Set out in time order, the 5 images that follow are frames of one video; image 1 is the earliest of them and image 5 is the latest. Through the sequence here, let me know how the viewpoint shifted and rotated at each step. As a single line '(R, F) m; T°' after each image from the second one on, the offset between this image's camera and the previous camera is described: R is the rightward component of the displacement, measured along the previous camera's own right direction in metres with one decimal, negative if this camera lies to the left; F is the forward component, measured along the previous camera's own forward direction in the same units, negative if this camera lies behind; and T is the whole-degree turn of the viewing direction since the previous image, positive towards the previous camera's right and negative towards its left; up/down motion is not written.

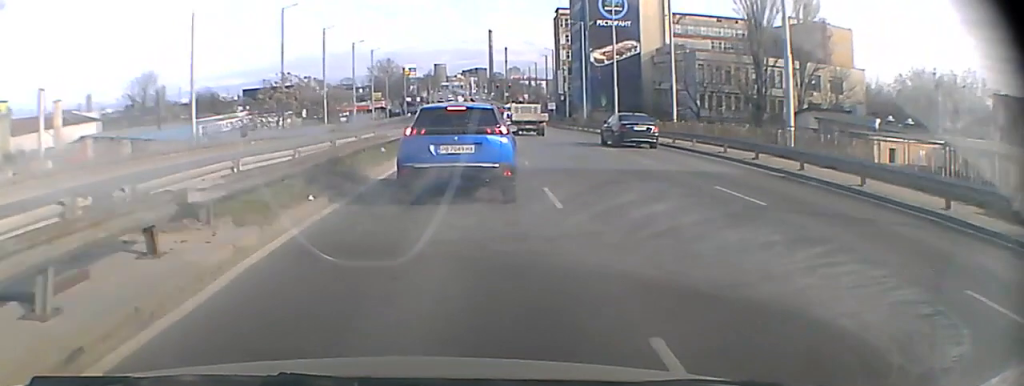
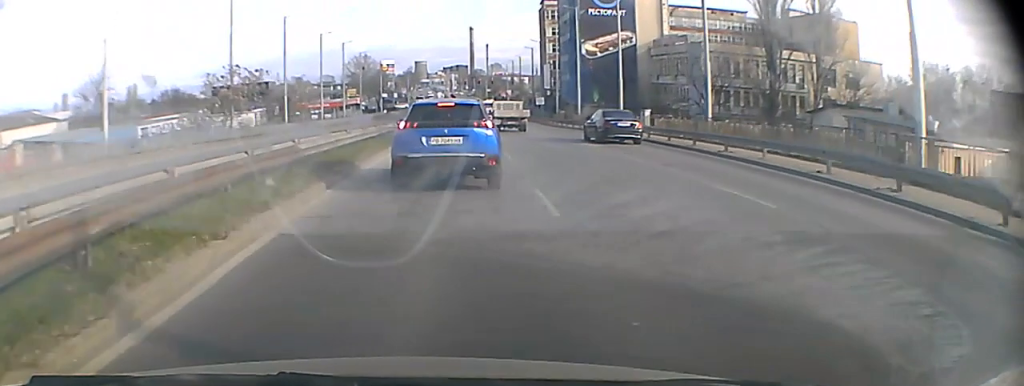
(0.0, +10.2) m; 0°
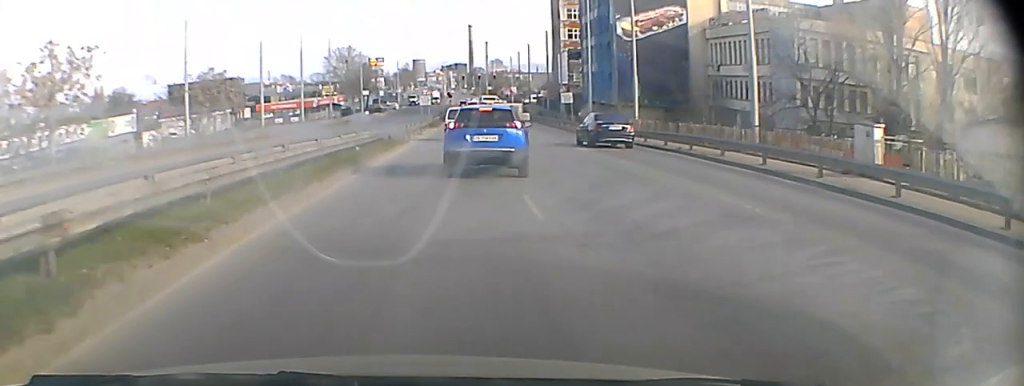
(+0.1, +27.0) m; 0°
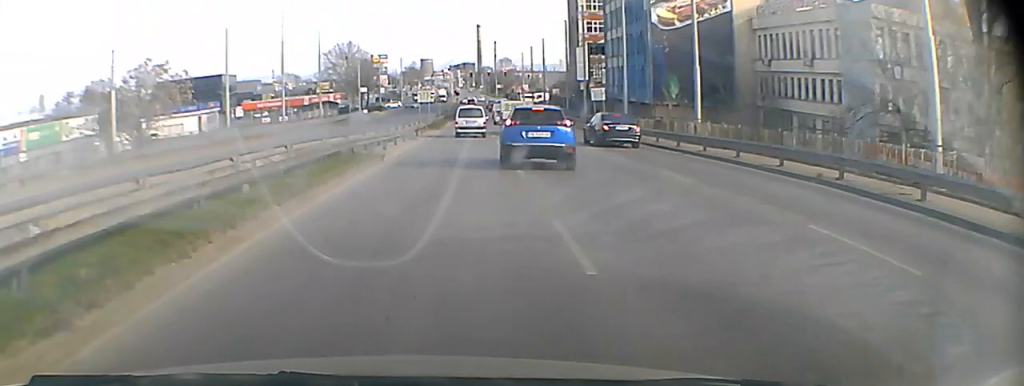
(0.0, +12.0) m; 0°
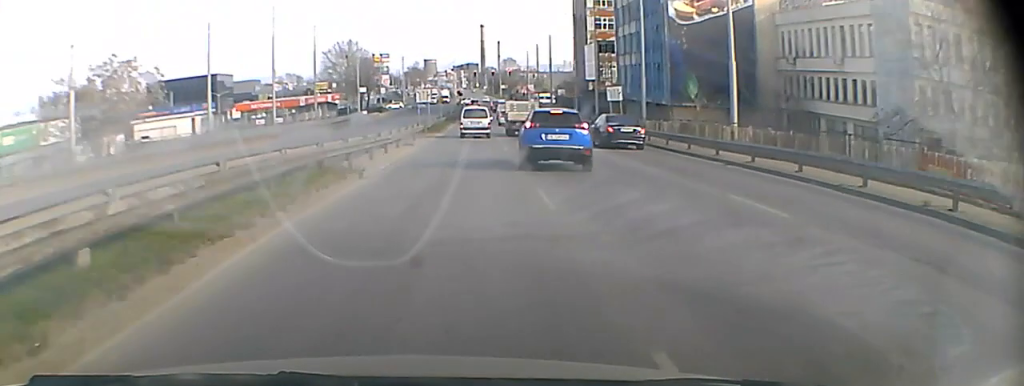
(0.0, +4.8) m; 0°
